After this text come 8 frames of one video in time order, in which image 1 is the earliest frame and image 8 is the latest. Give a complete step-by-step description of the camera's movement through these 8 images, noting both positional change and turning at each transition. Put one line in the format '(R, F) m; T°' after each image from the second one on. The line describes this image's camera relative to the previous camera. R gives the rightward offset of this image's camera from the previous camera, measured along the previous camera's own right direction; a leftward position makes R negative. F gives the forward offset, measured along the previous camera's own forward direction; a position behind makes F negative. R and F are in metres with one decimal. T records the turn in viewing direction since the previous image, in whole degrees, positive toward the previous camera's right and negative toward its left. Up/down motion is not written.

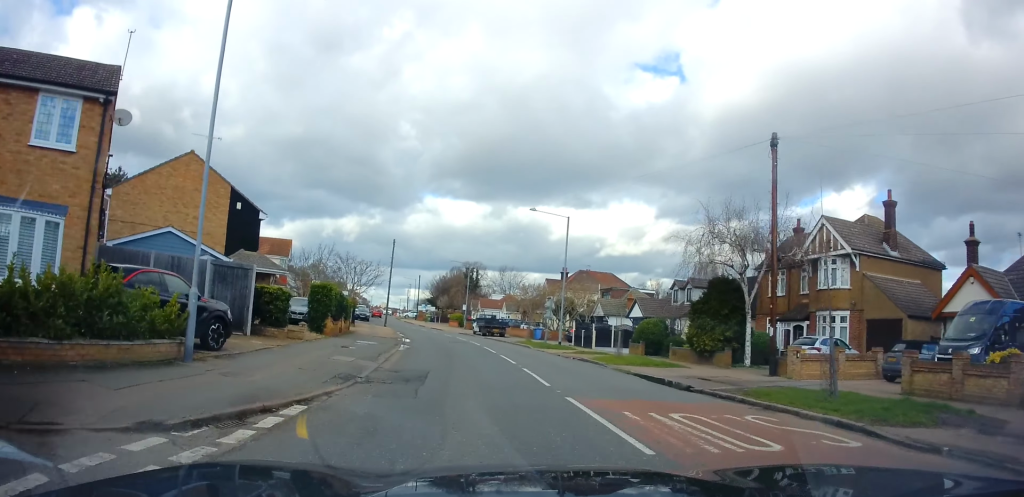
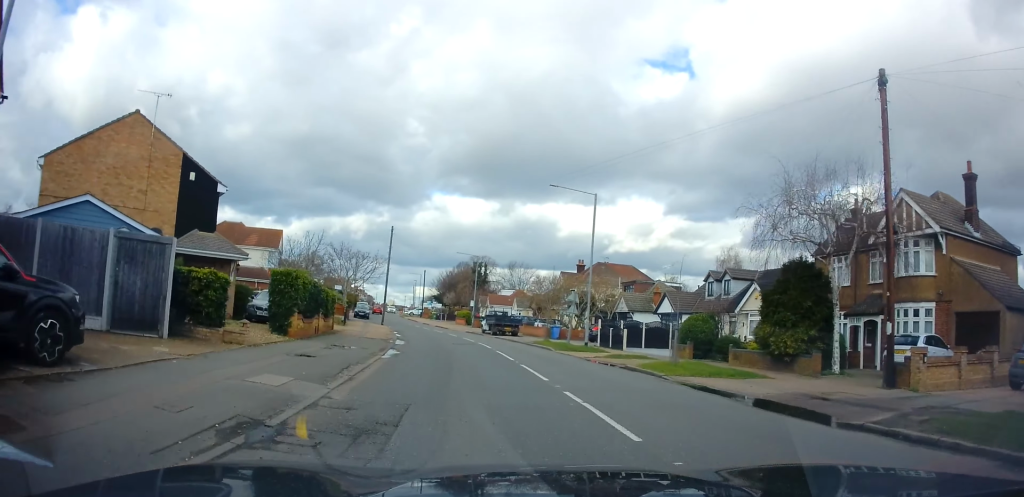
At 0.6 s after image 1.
(+0.2, +5.6) m; -1°
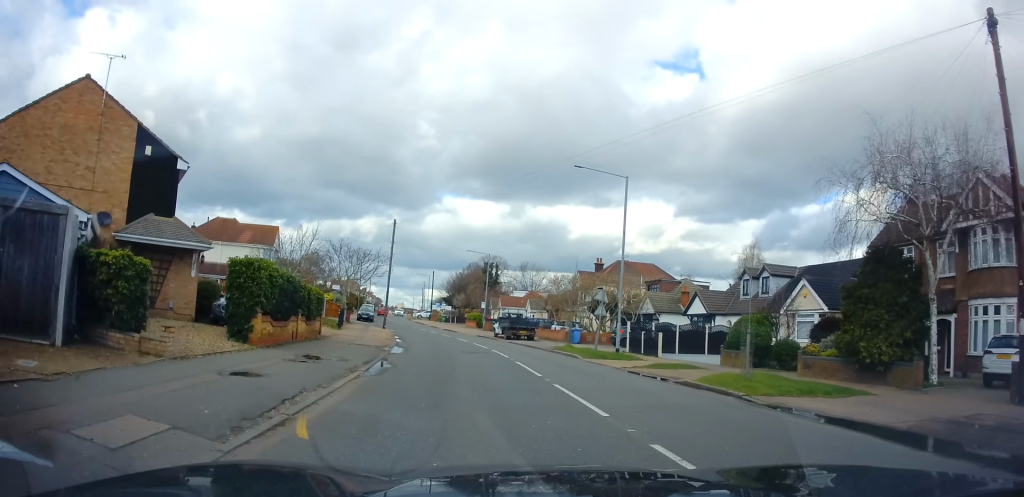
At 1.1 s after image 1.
(+0.2, +4.1) m; -1°
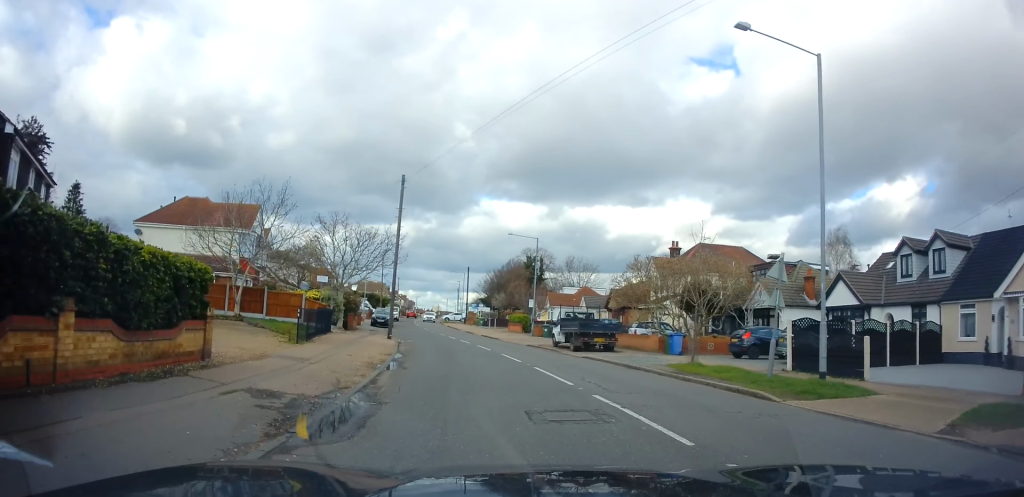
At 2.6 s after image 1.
(-0.6, +13.0) m; -3°
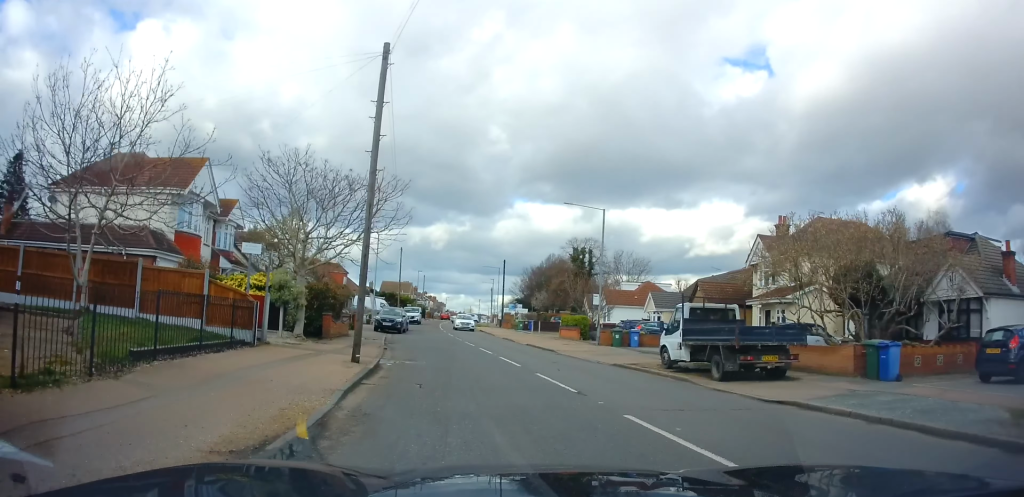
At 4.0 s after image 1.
(-0.6, +13.4) m; -5°
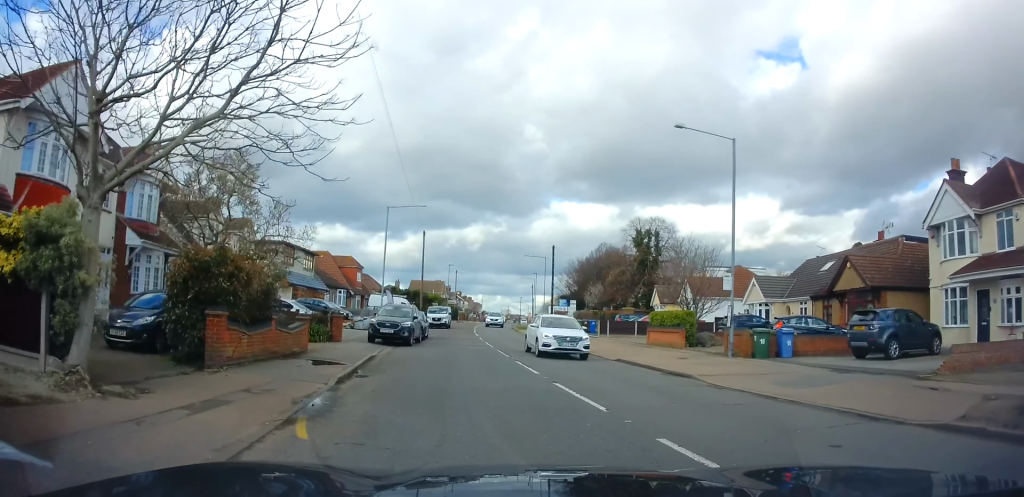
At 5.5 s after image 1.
(0.0, +13.5) m; -1°
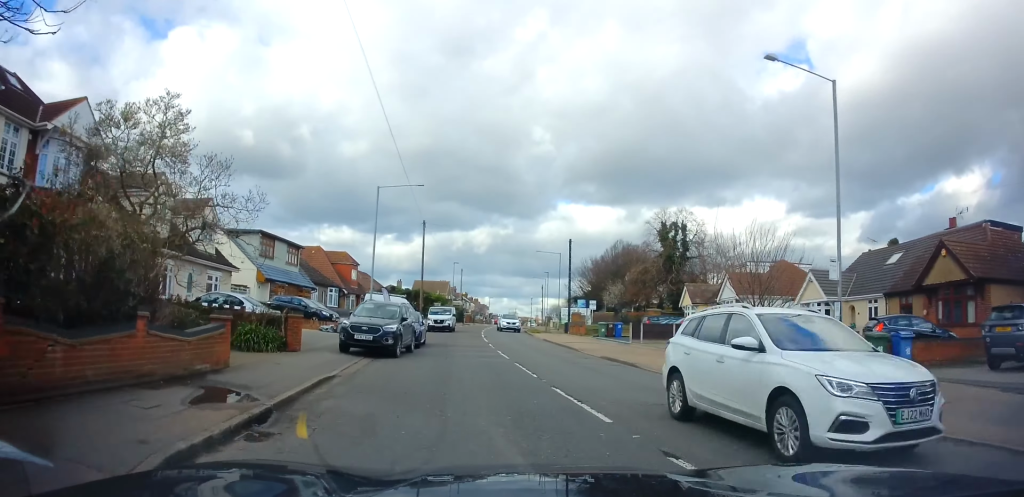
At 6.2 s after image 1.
(0.0, +6.1) m; -1°
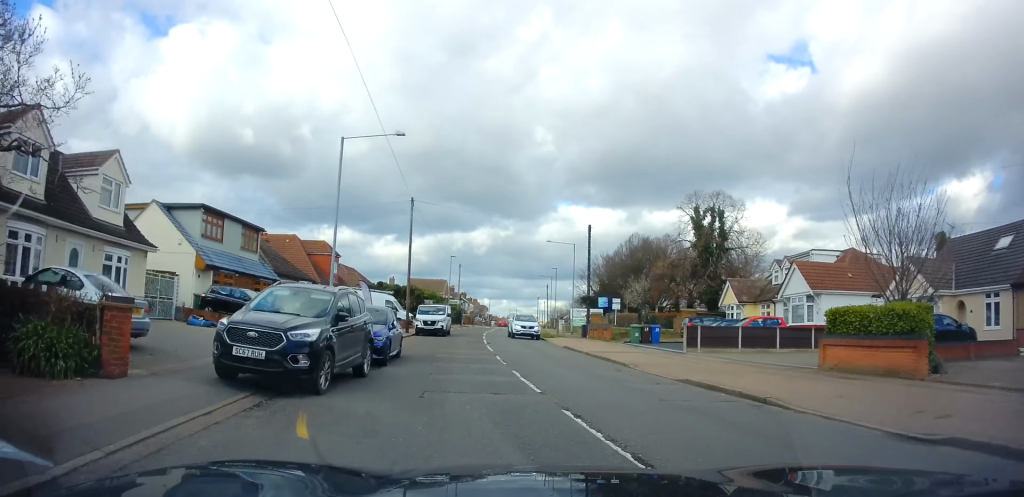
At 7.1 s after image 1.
(-0.3, +8.5) m; +1°
